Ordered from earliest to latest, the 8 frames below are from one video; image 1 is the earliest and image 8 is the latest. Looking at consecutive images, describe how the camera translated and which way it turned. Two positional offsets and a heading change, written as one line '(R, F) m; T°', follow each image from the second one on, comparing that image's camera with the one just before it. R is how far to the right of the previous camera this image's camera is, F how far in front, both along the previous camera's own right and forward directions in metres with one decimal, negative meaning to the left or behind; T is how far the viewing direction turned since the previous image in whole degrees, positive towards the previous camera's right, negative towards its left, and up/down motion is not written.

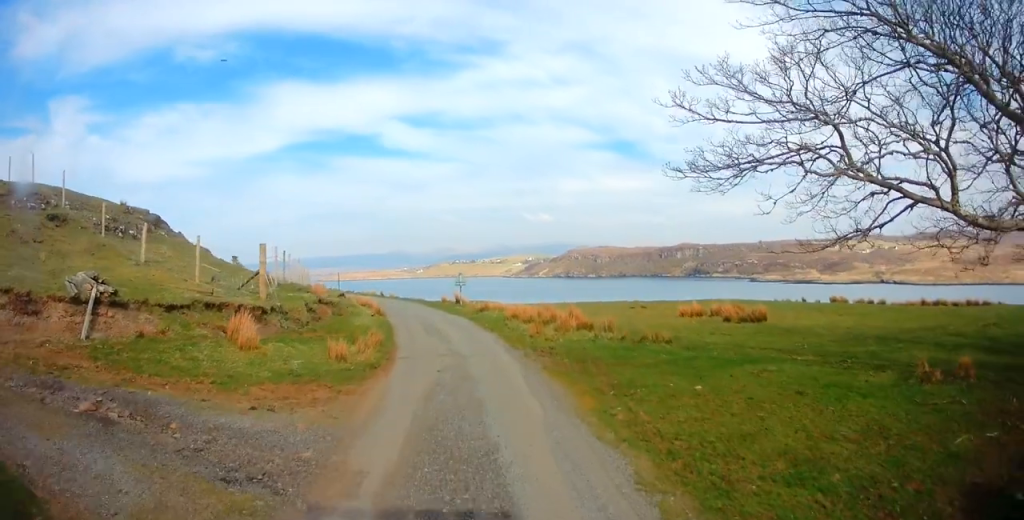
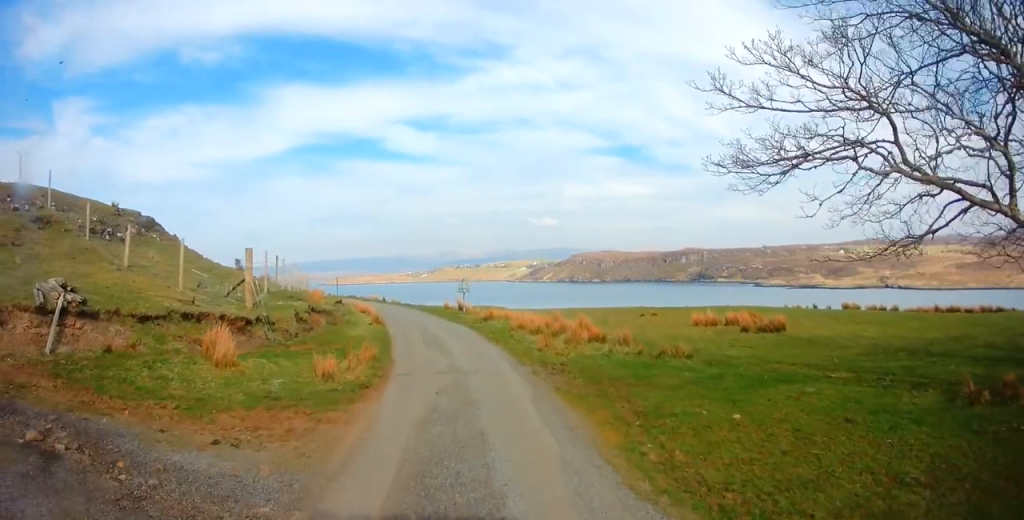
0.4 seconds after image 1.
(+0.2, +1.2) m; +3°
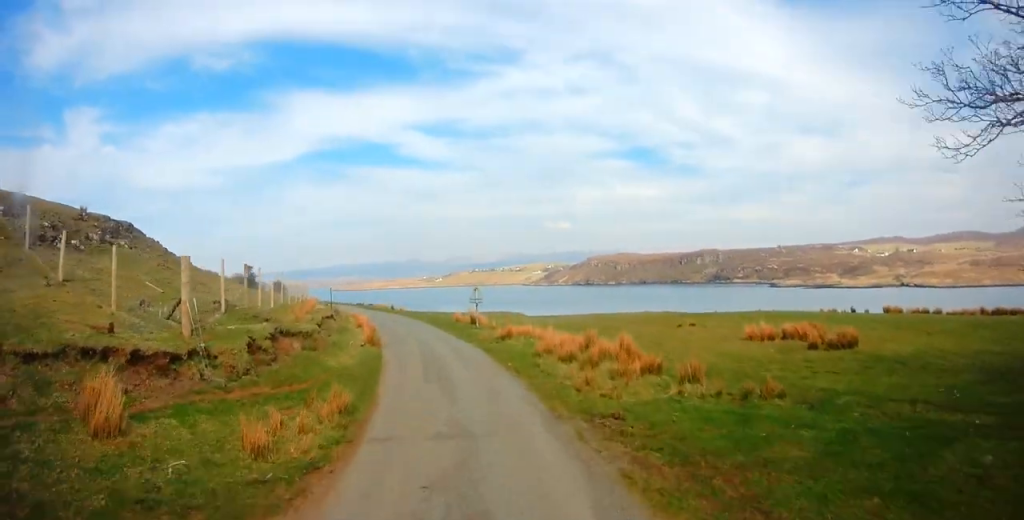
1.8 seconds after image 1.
(+0.1, +4.0) m; -4°
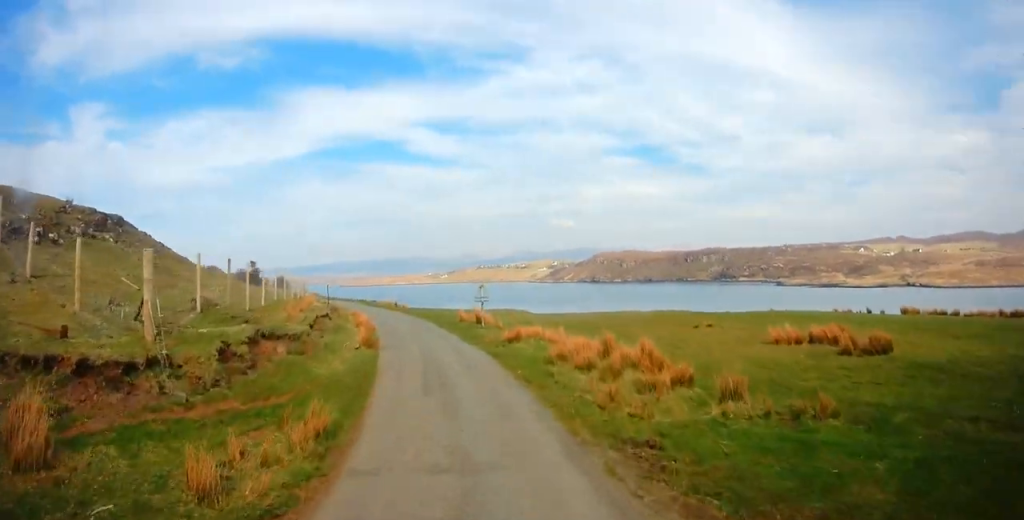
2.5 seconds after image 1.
(-0.1, +1.5) m; -6°
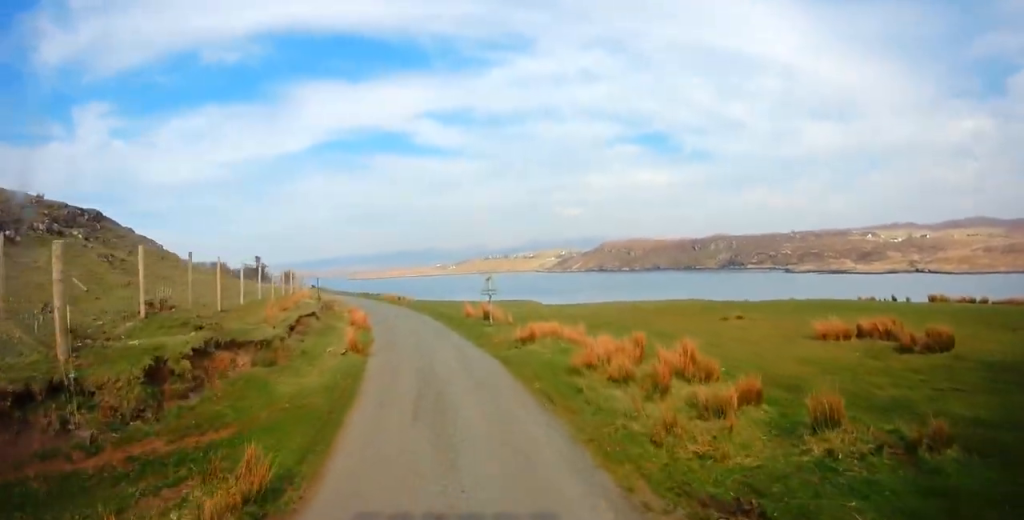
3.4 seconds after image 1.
(-0.2, +2.4) m; +2°
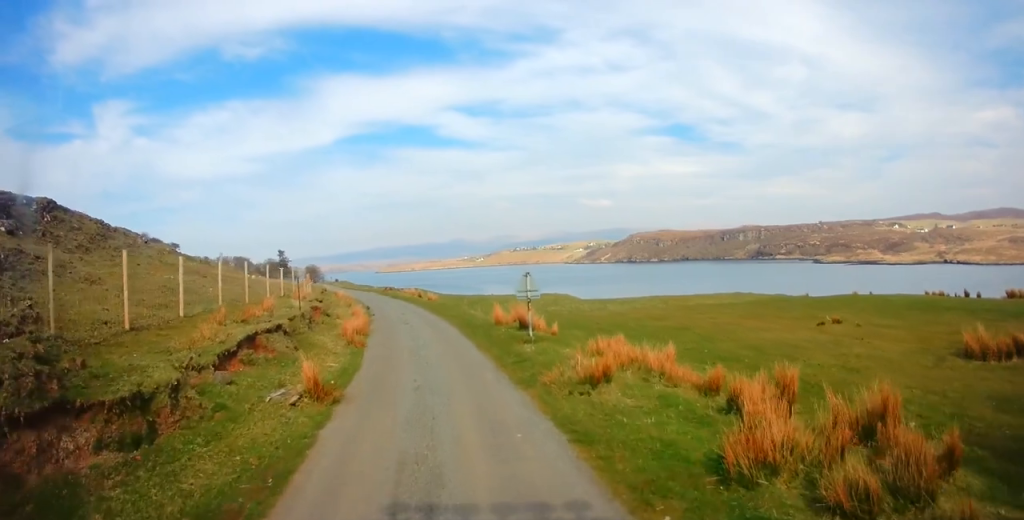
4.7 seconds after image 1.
(+0.7, +5.1) m; 0°
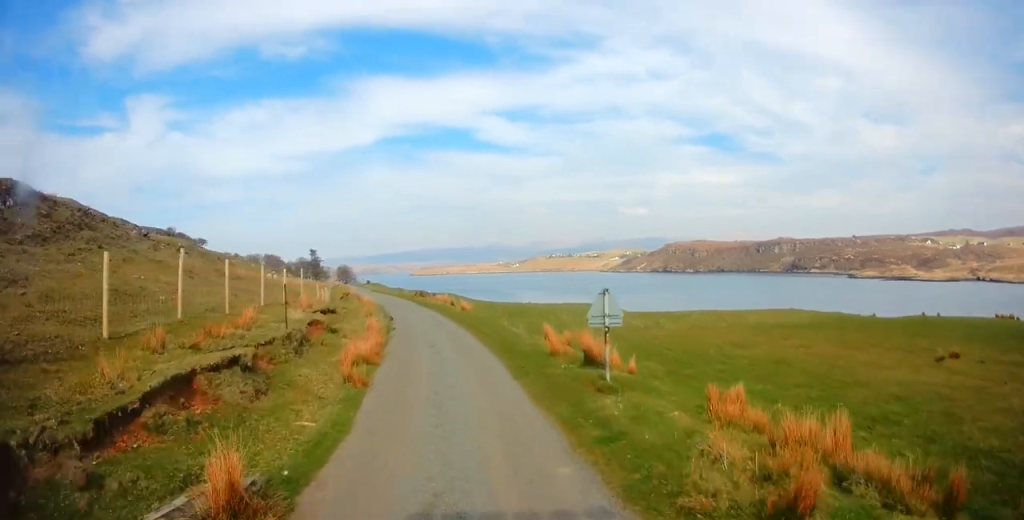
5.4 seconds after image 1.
(-0.6, +4.2) m; -6°
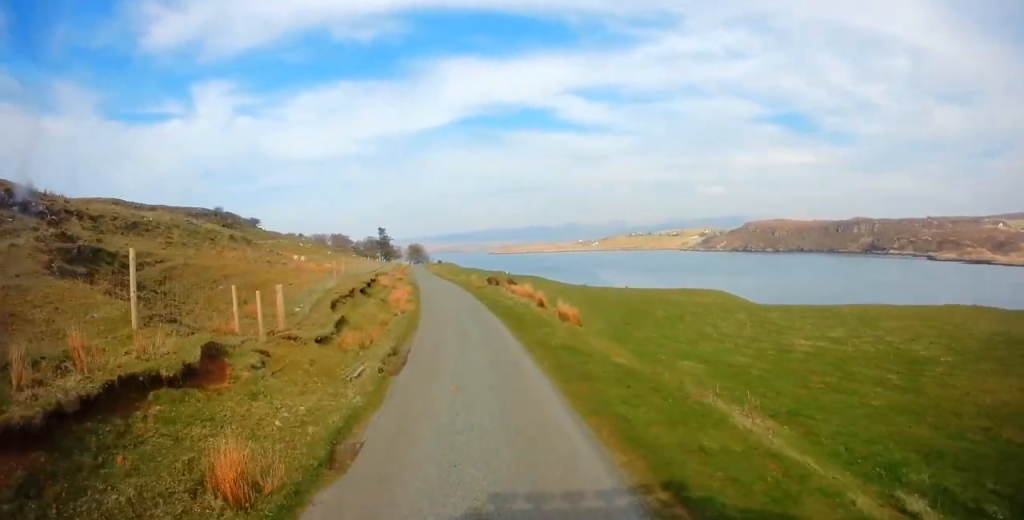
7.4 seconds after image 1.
(-1.1, +15.8) m; -5°
